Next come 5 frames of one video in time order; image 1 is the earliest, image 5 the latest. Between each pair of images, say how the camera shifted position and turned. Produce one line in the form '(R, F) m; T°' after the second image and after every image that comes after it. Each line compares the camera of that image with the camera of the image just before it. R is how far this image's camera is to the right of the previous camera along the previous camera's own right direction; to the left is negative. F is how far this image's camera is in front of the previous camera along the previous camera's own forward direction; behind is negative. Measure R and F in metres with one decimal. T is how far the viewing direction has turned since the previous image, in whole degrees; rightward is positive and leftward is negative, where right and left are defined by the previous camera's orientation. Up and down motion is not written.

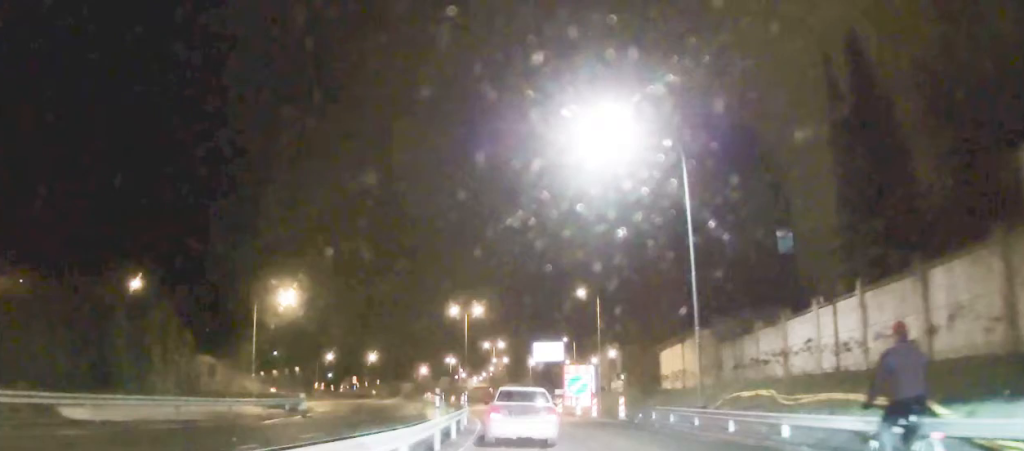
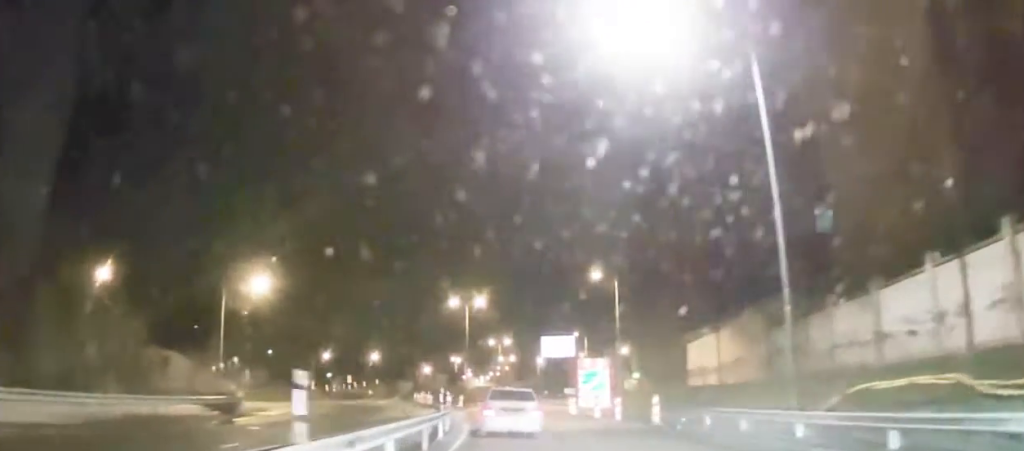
(-0.2, +7.7) m; -2°
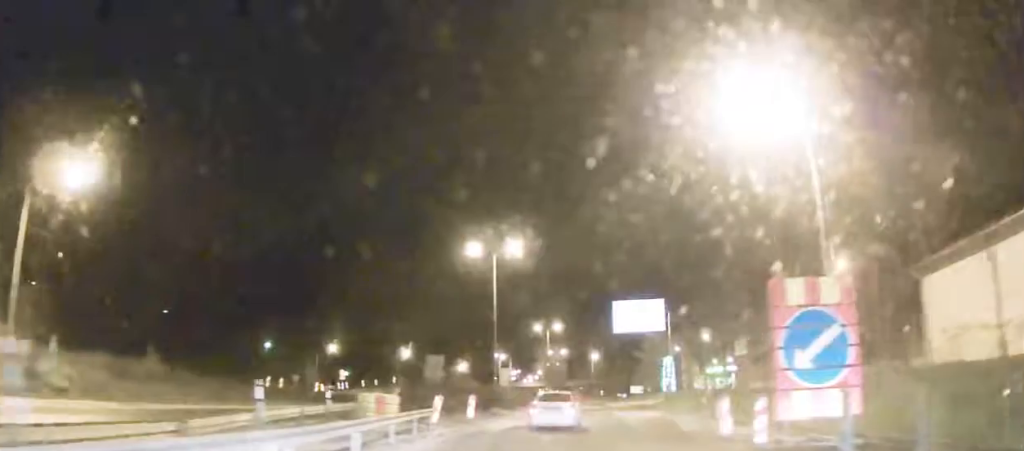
(-0.4, +30.2) m; +4°
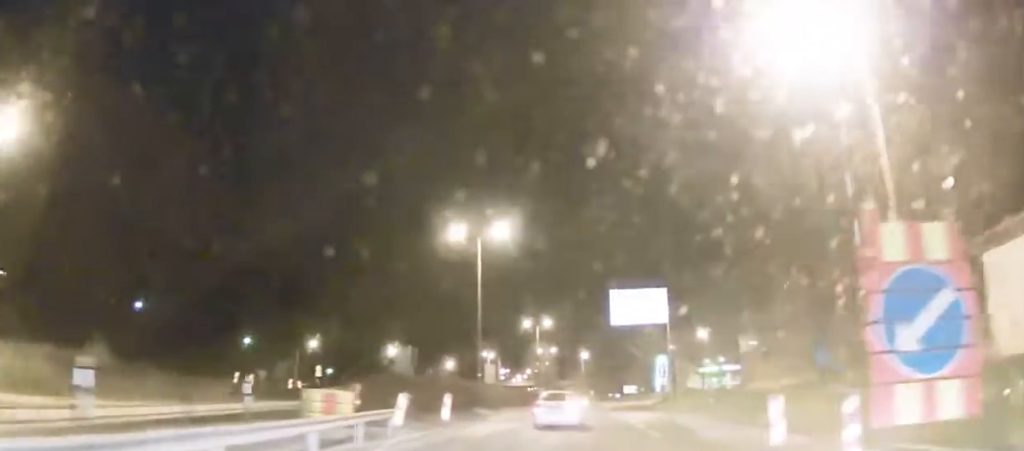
(+0.4, +5.3) m; +1°
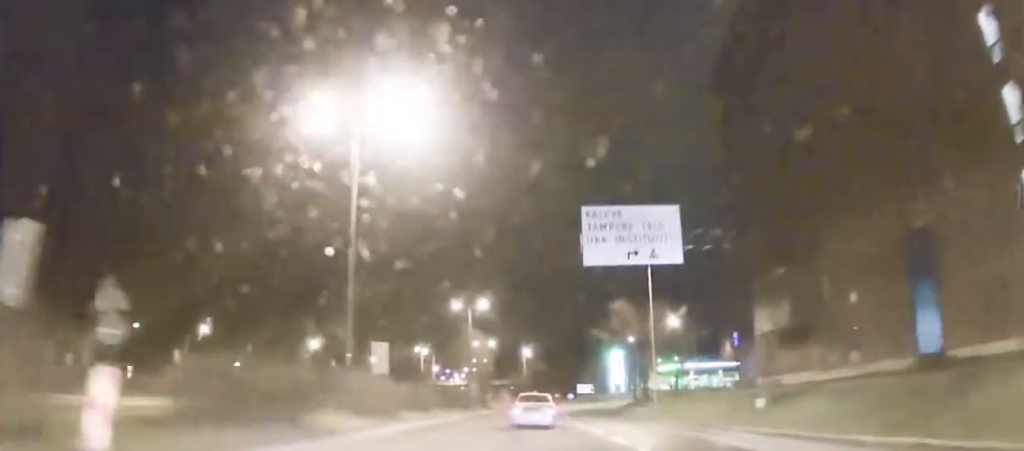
(+0.5, +20.4) m; 0°
